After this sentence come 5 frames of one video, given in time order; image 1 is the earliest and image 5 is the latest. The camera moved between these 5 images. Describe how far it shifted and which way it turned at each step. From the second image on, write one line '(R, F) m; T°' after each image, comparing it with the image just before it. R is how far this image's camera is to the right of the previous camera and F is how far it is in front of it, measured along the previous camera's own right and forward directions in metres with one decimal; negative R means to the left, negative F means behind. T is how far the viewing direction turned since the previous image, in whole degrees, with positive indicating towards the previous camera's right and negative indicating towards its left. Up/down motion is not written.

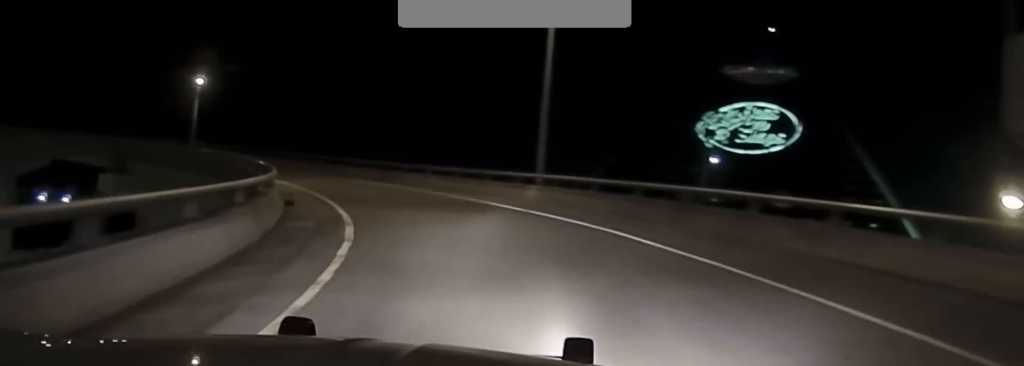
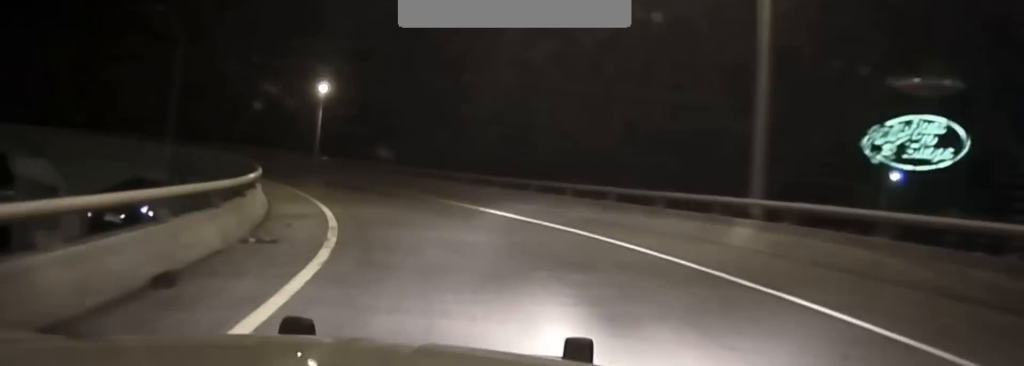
(-1.2, +13.7) m; -10°
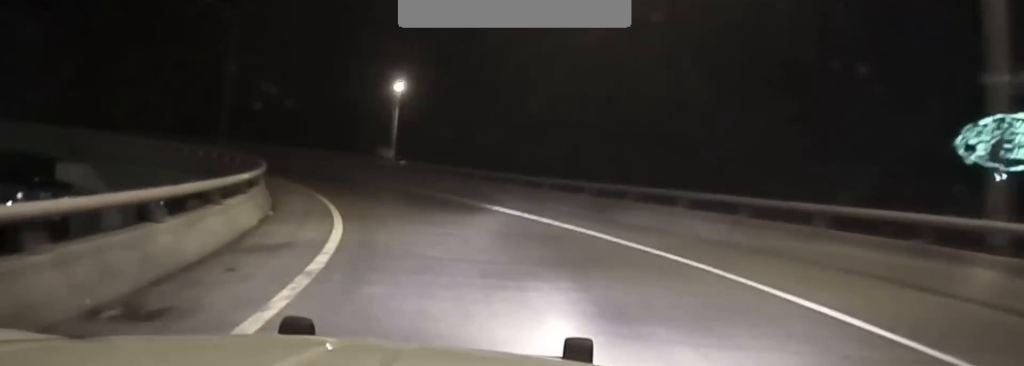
(-0.3, +6.9) m; -6°
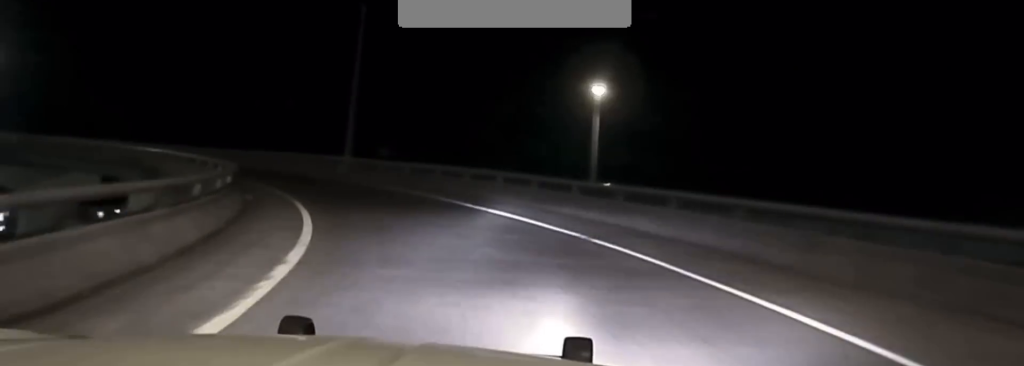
(-2.3, +18.4) m; -16°
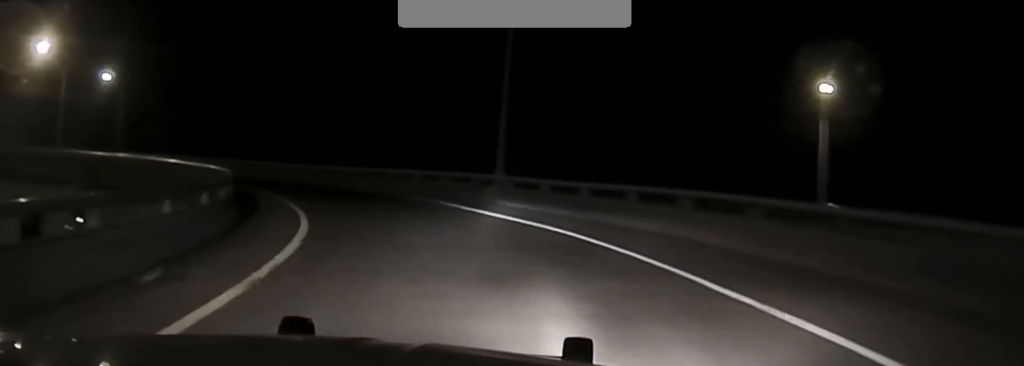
(-1.5, +17.5) m; -5°
